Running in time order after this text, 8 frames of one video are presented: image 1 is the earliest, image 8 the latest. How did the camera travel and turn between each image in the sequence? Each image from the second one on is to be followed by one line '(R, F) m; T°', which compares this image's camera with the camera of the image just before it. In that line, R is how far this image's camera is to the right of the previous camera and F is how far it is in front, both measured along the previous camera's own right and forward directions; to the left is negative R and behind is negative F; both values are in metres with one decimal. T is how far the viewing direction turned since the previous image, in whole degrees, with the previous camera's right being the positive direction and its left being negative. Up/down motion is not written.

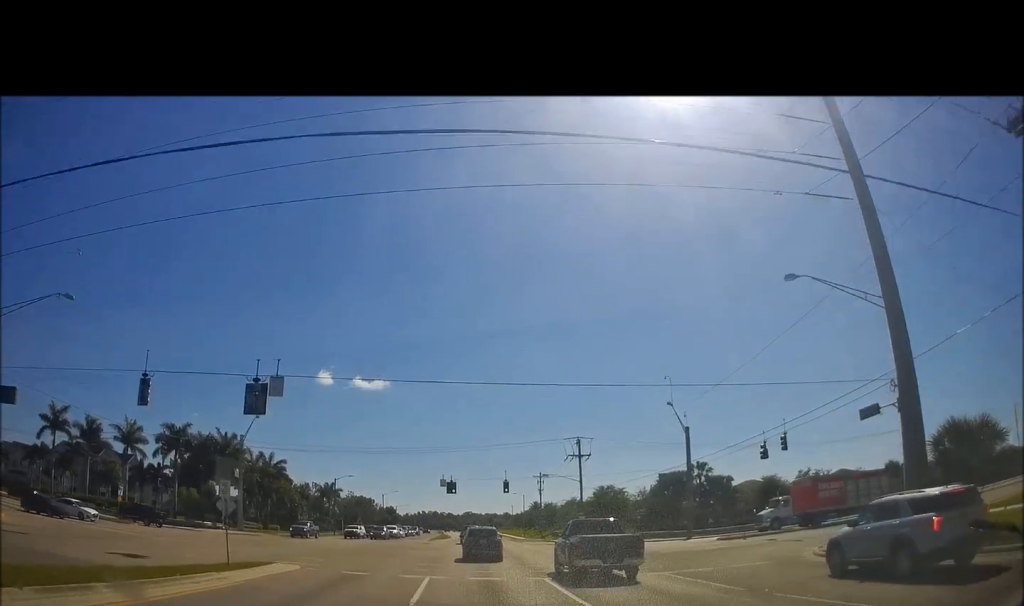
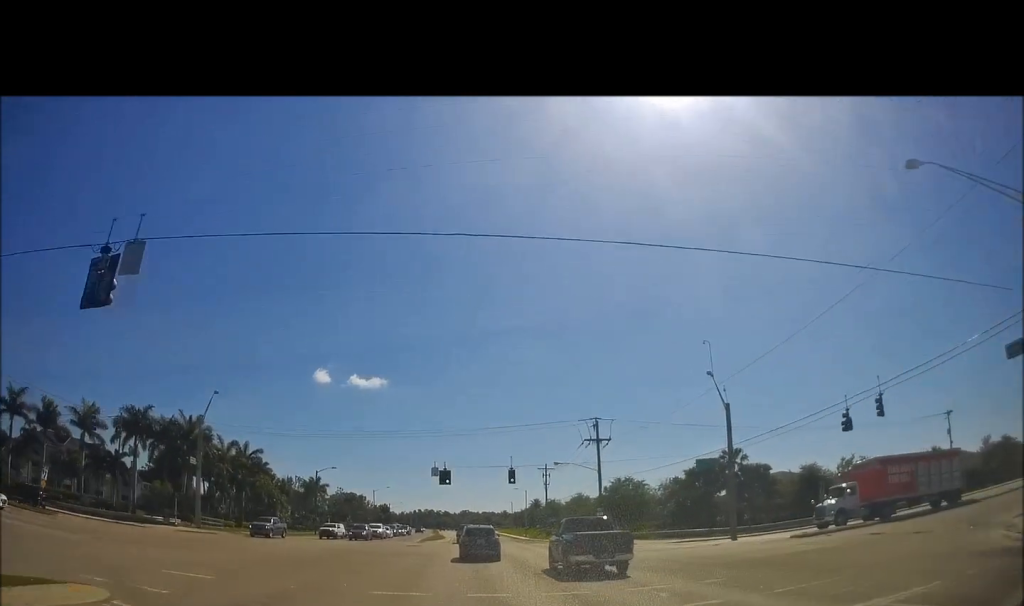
(+0.2, +12.0) m; +1°
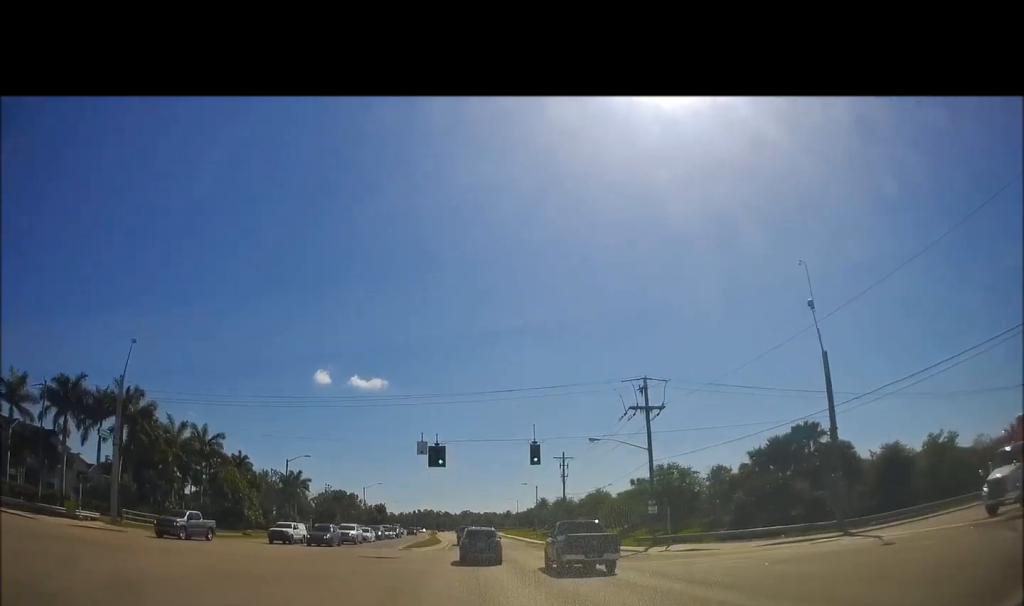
(+0.2, +17.1) m; 0°
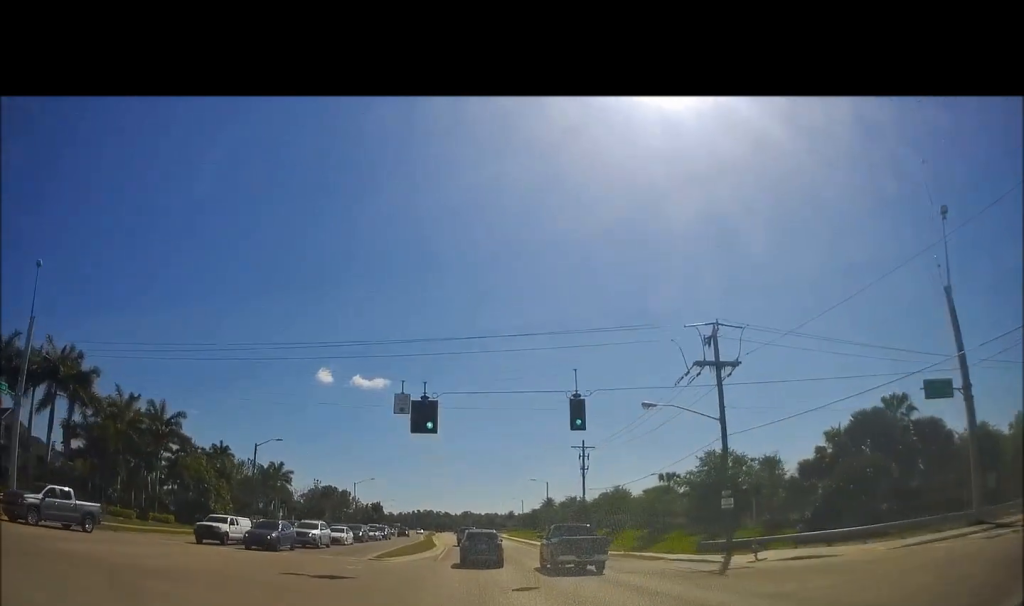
(+0.1, +13.0) m; -1°
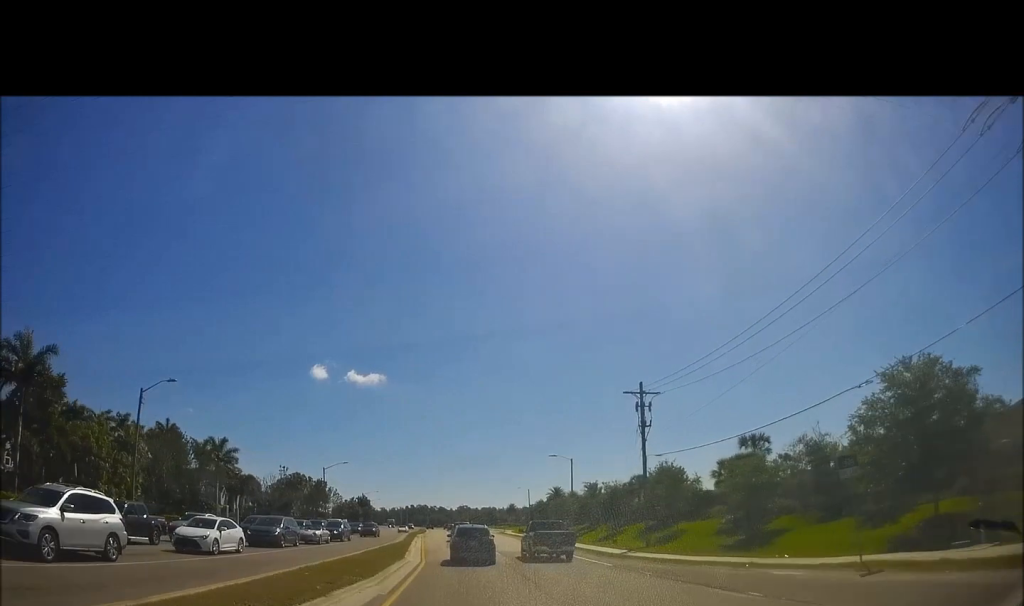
(-0.4, +25.0) m; 0°
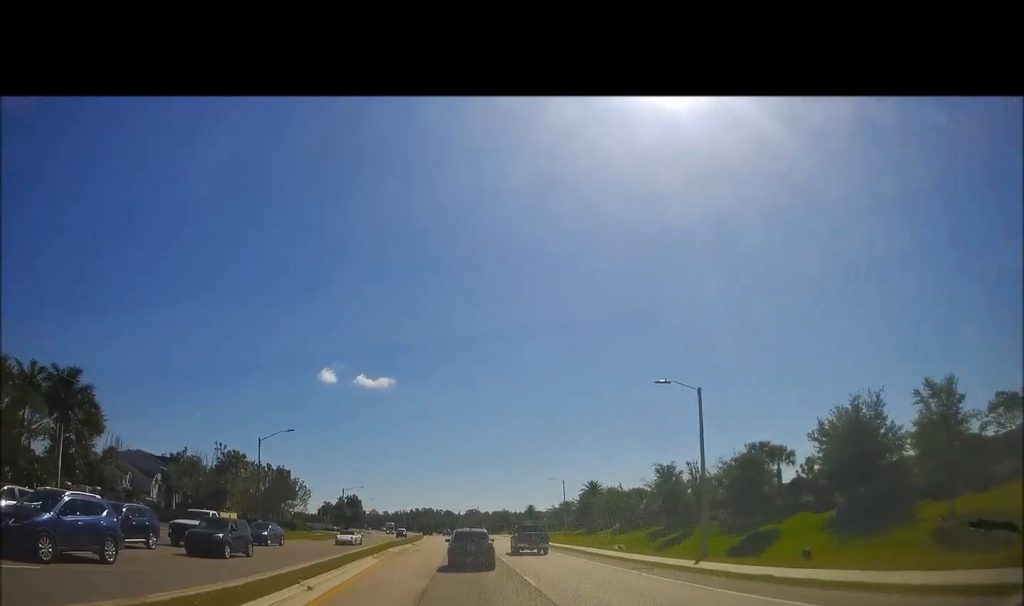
(0.0, +36.4) m; 0°
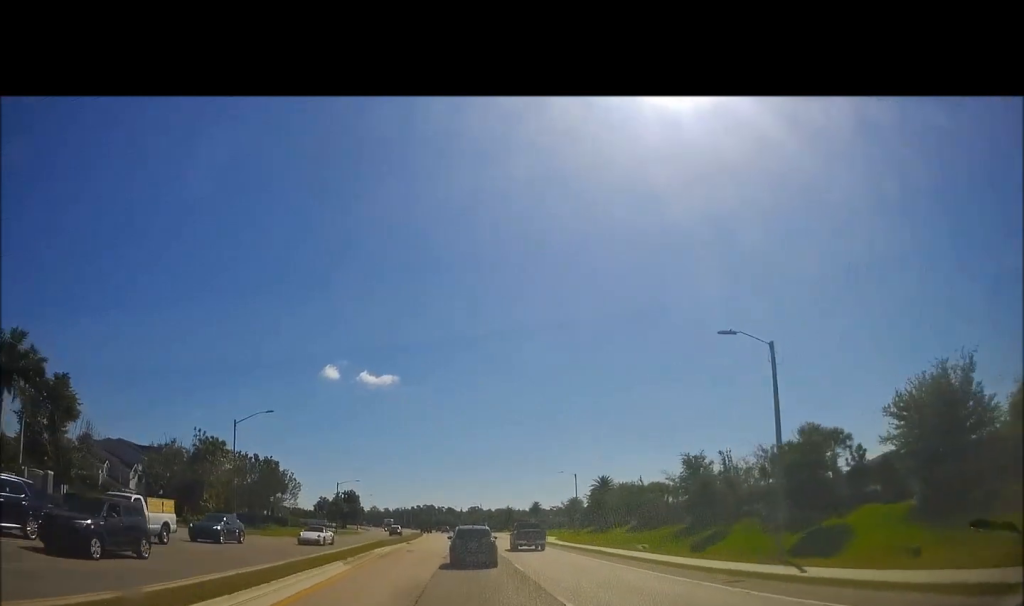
(+0.2, +8.1) m; +1°
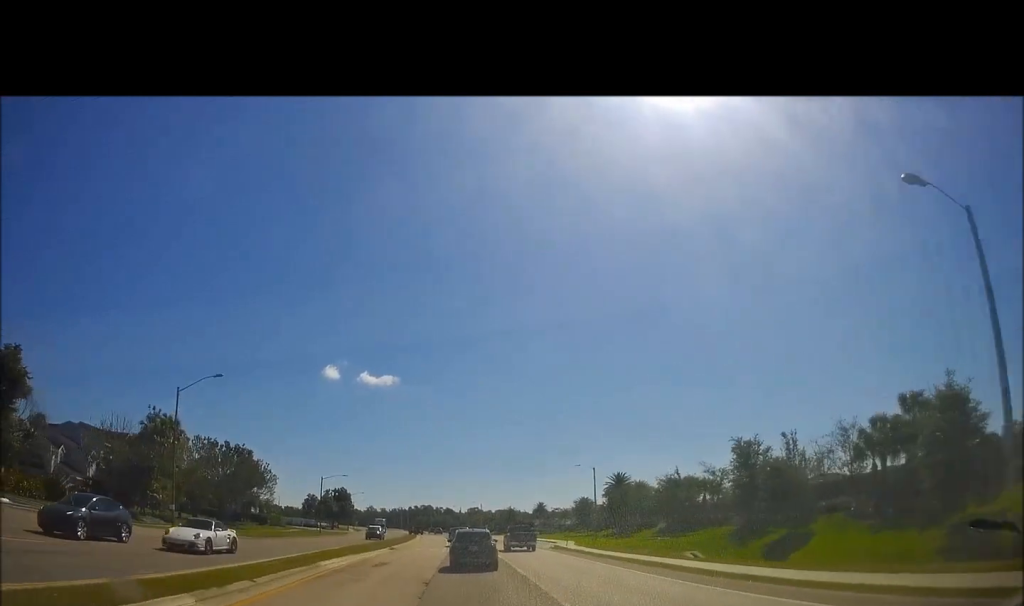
(+0.1, +12.5) m; 0°
